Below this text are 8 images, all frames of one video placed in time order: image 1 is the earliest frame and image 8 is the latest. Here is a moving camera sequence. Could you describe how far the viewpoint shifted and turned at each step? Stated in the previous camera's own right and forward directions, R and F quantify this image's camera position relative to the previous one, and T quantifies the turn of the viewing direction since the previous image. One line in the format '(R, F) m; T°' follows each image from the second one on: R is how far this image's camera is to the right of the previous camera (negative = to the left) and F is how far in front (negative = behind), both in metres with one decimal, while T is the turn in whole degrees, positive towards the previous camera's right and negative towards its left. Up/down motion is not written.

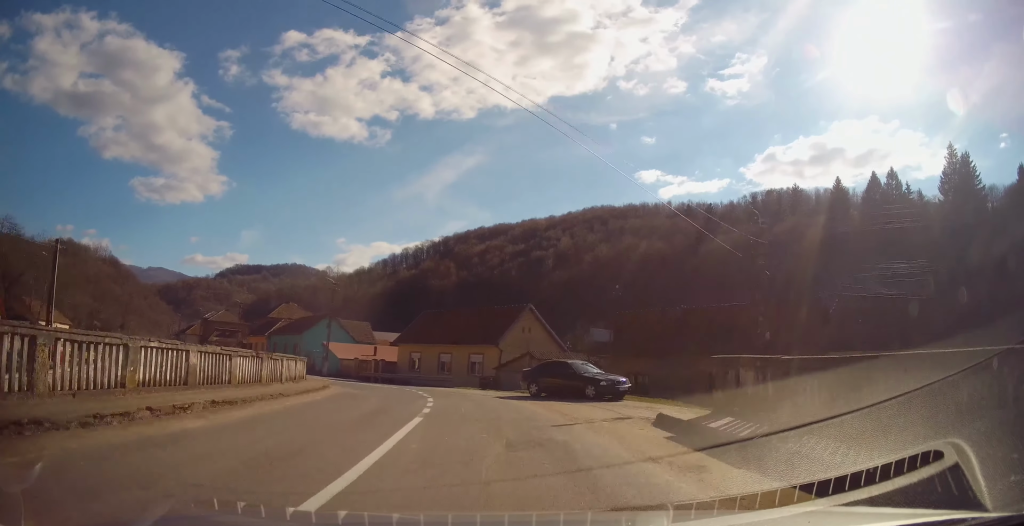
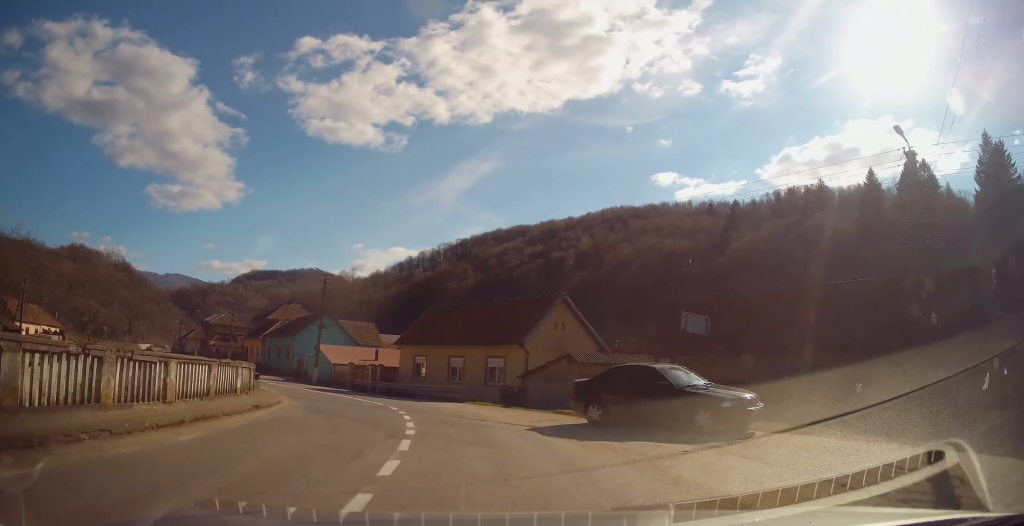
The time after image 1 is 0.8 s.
(+0.1, +8.3) m; -3°
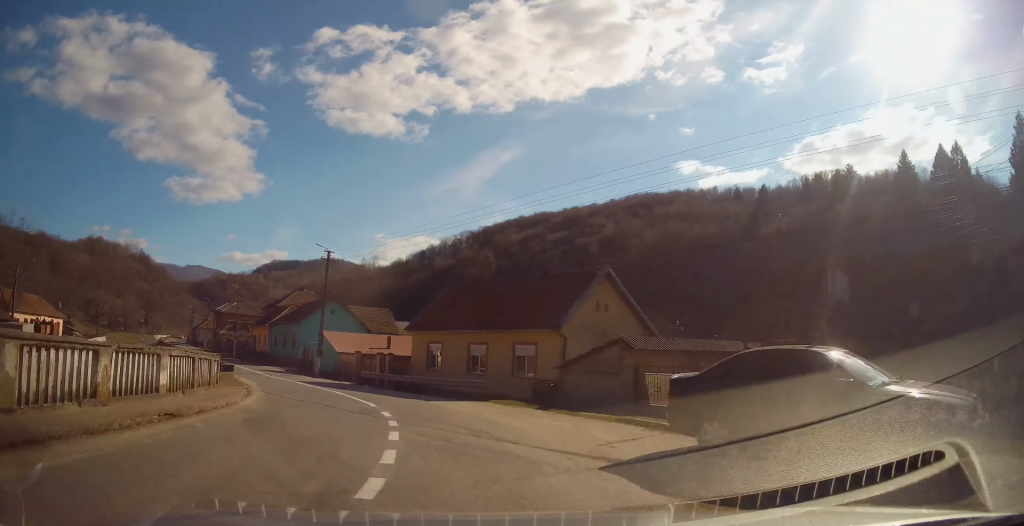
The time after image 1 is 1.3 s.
(+0.1, +5.3) m; -5°
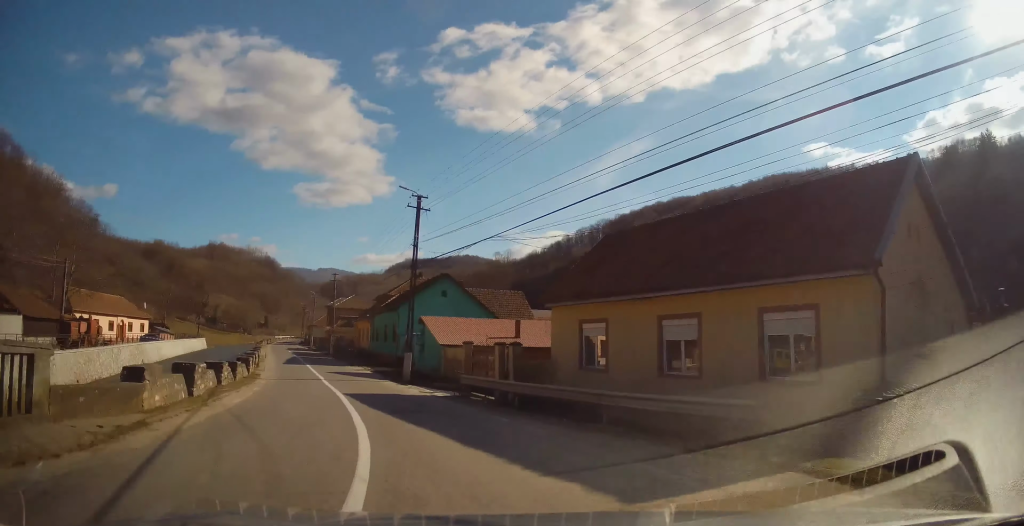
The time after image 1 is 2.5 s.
(-1.7, +13.2) m; -15°
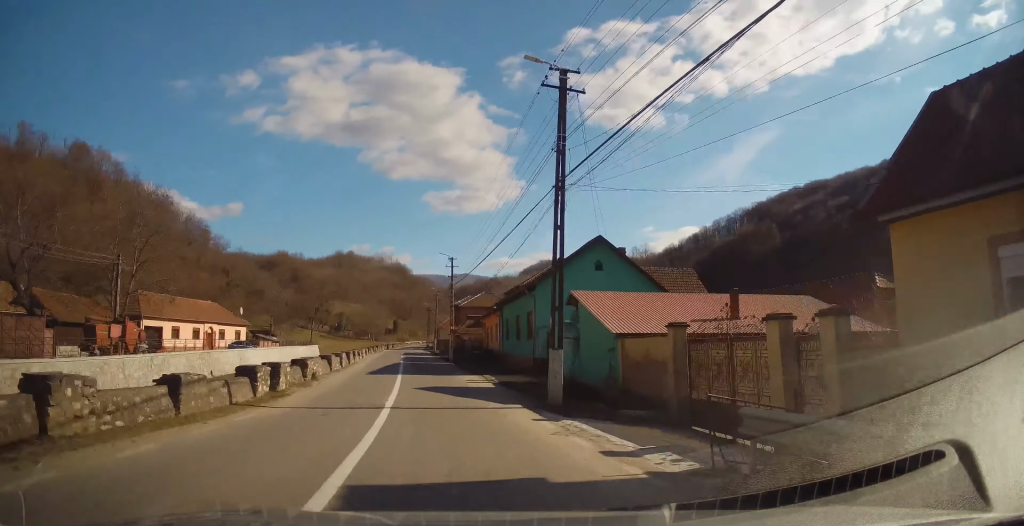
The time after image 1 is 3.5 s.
(-1.2, +12.2) m; -9°
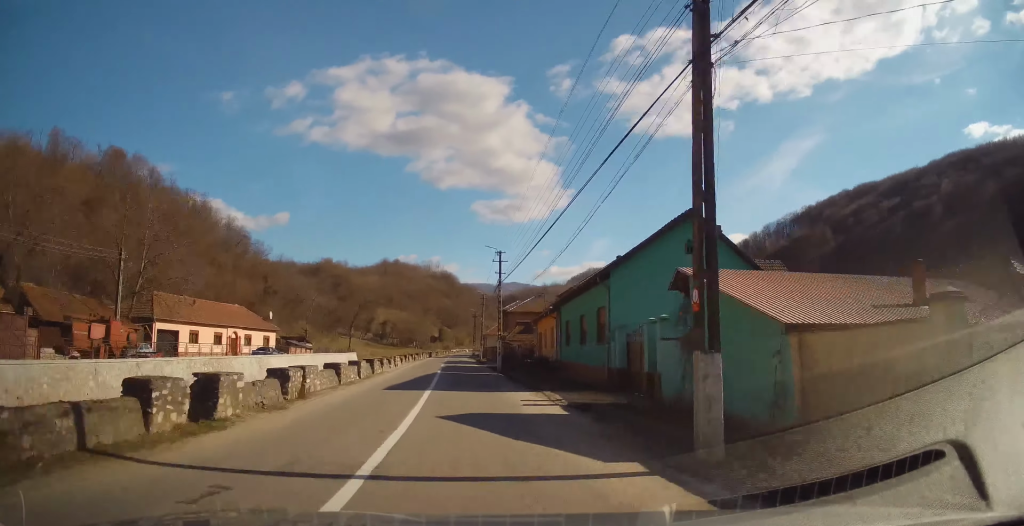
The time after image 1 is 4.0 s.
(-0.3, +6.7) m; -3°
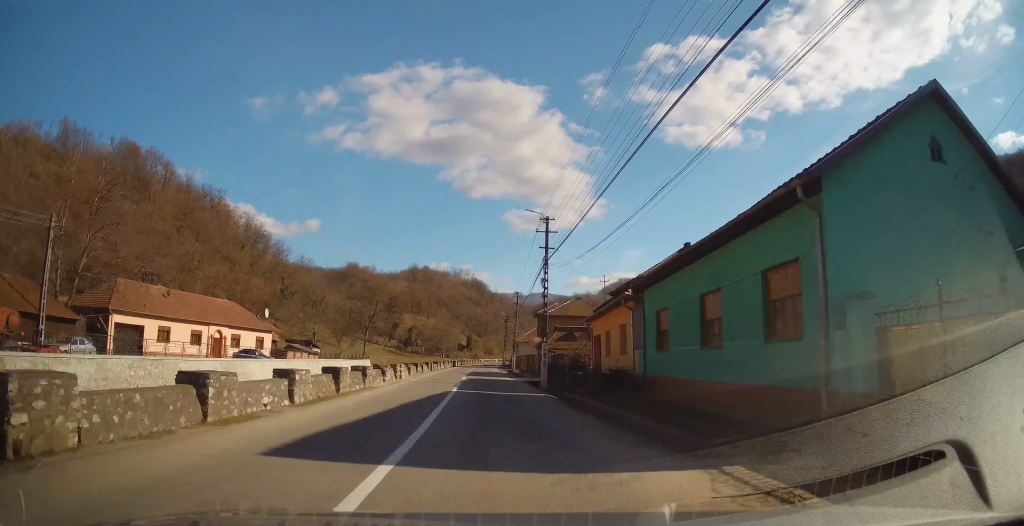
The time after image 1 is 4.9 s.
(-0.5, +11.9) m; -3°
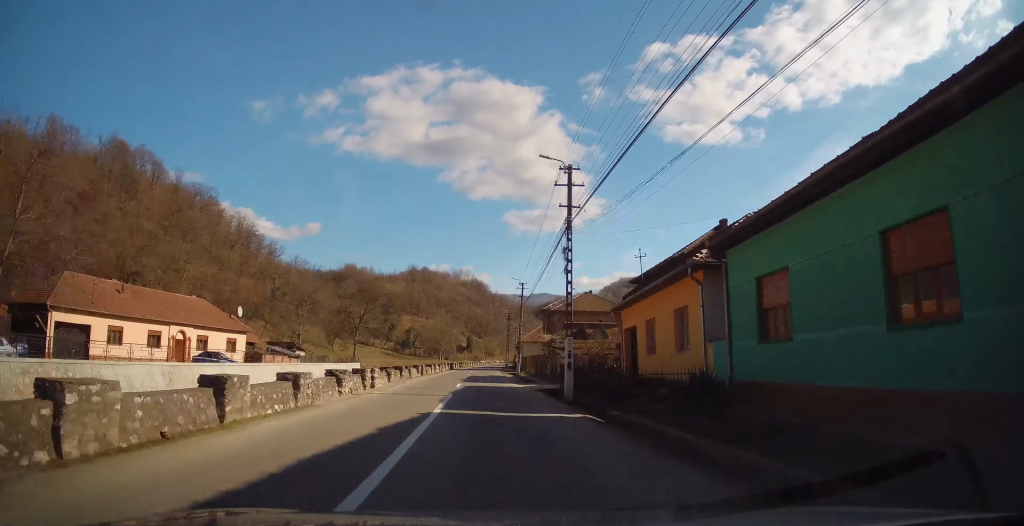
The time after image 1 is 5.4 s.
(-0.3, +7.6) m; -1°
